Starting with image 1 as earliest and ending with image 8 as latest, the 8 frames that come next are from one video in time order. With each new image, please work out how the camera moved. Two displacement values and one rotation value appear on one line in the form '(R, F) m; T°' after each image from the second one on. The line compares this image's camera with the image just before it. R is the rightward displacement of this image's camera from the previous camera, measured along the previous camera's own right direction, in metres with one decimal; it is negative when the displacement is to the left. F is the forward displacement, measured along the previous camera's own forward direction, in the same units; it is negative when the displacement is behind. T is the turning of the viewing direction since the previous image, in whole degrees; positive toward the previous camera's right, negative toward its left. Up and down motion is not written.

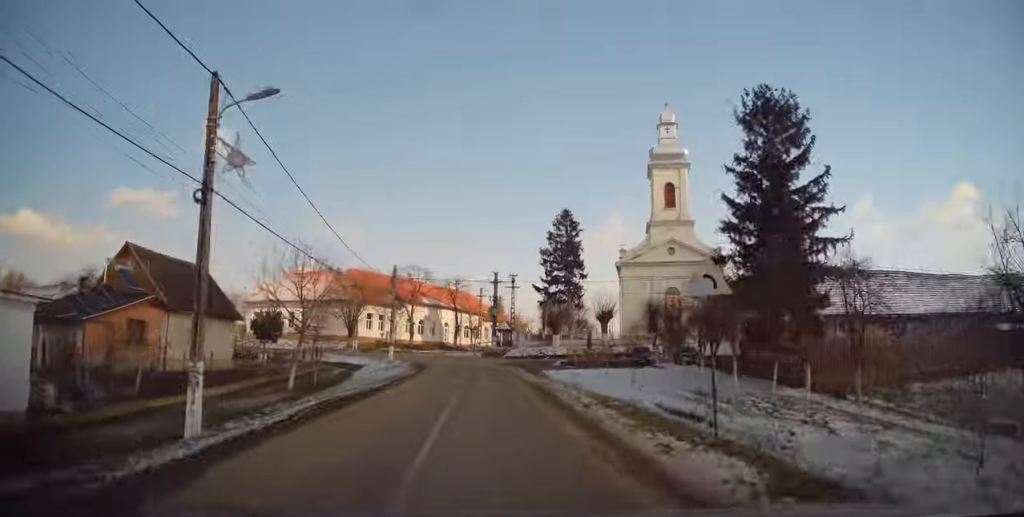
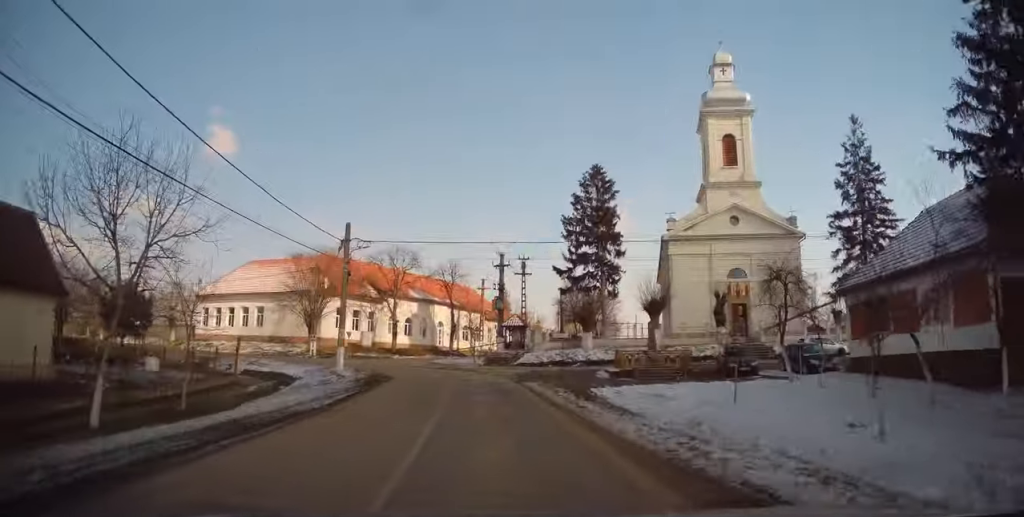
(0.0, +16.5) m; 0°
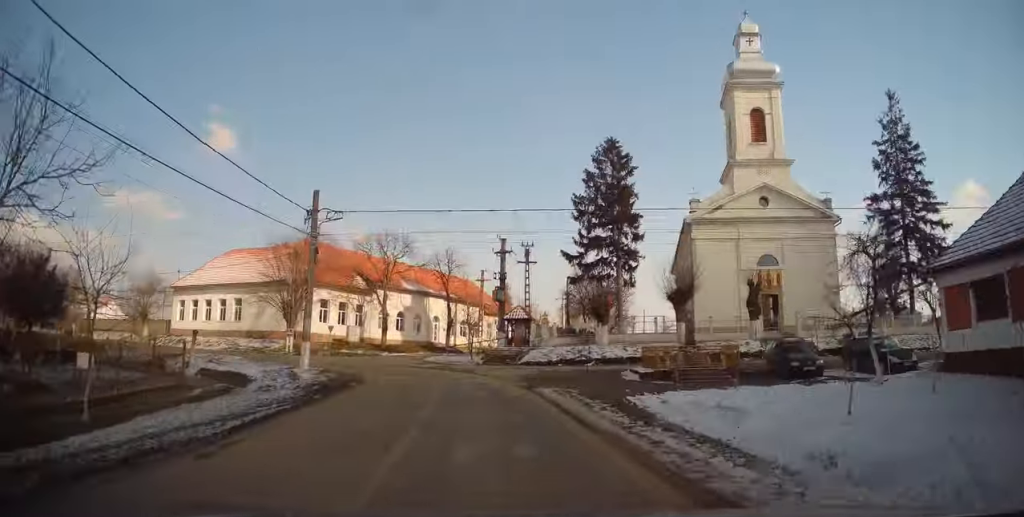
(0.0, +5.7) m; 0°
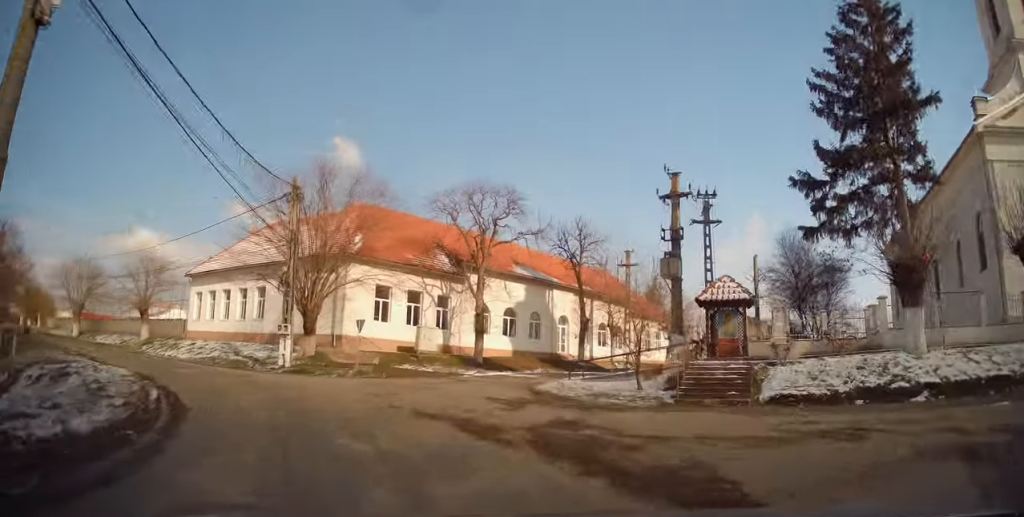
(-1.5, +20.7) m; -15°
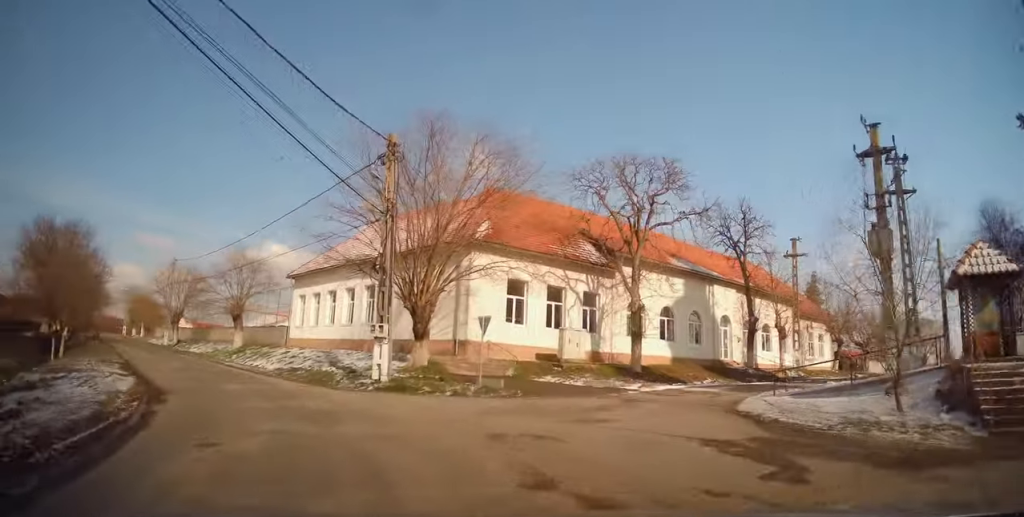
(-0.7, +6.7) m; -14°
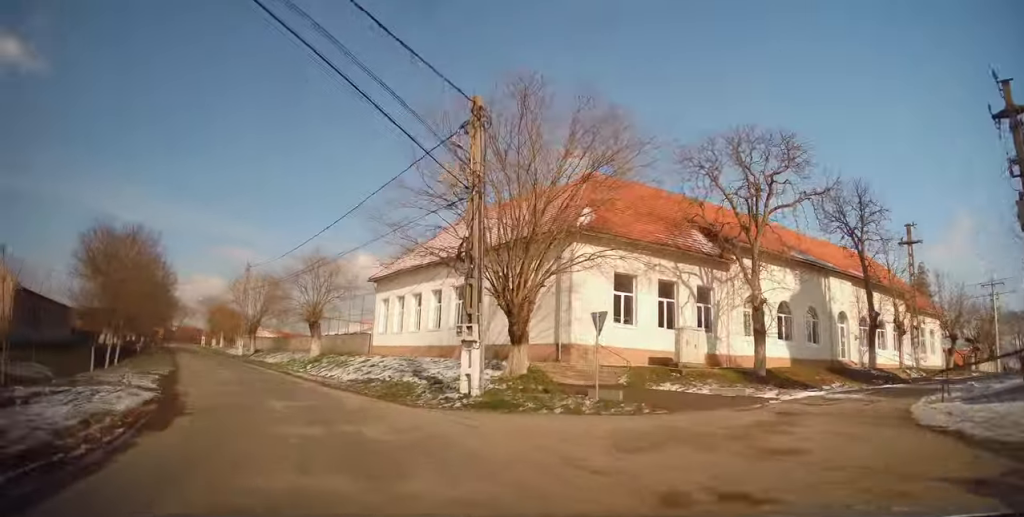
(0.0, +3.5) m; -9°
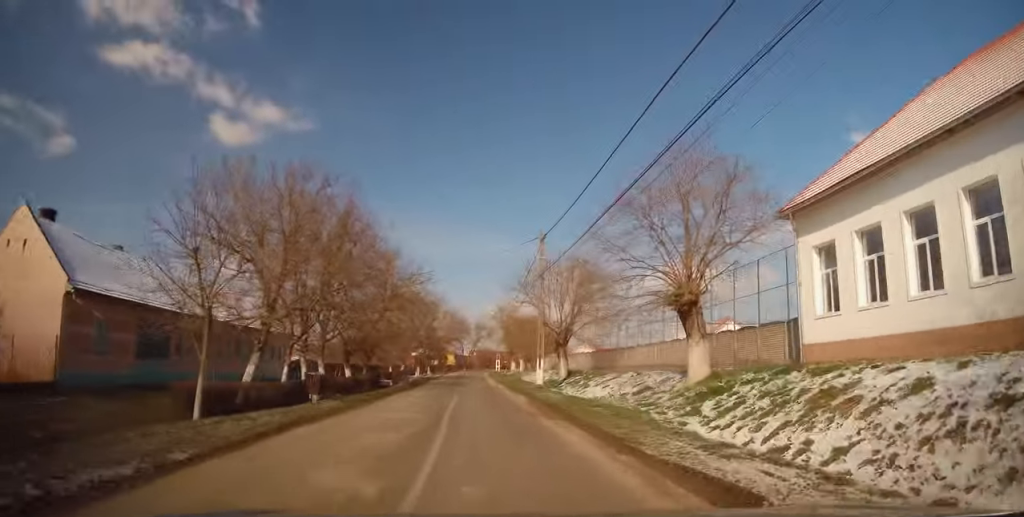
(-6.1, +17.7) m; -27°
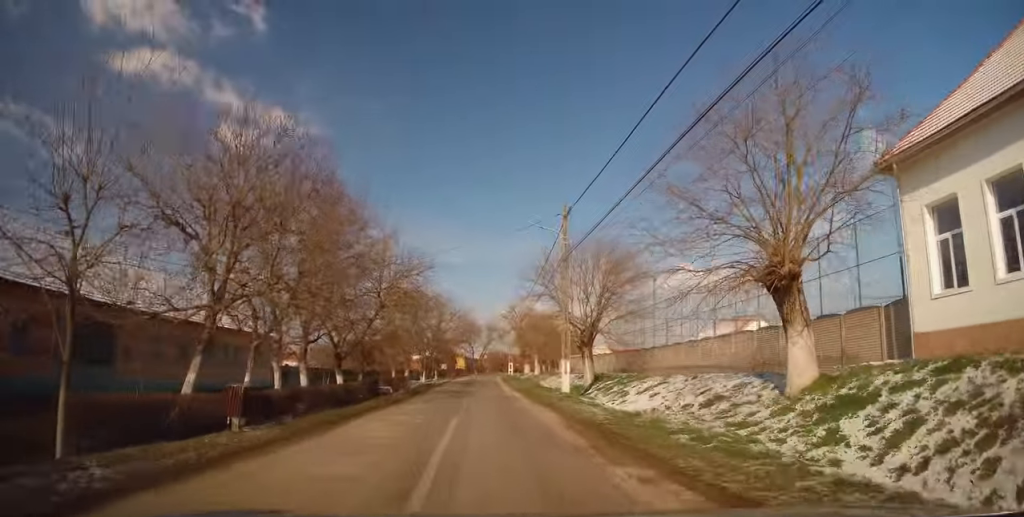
(-0.1, +4.4) m; -3°
